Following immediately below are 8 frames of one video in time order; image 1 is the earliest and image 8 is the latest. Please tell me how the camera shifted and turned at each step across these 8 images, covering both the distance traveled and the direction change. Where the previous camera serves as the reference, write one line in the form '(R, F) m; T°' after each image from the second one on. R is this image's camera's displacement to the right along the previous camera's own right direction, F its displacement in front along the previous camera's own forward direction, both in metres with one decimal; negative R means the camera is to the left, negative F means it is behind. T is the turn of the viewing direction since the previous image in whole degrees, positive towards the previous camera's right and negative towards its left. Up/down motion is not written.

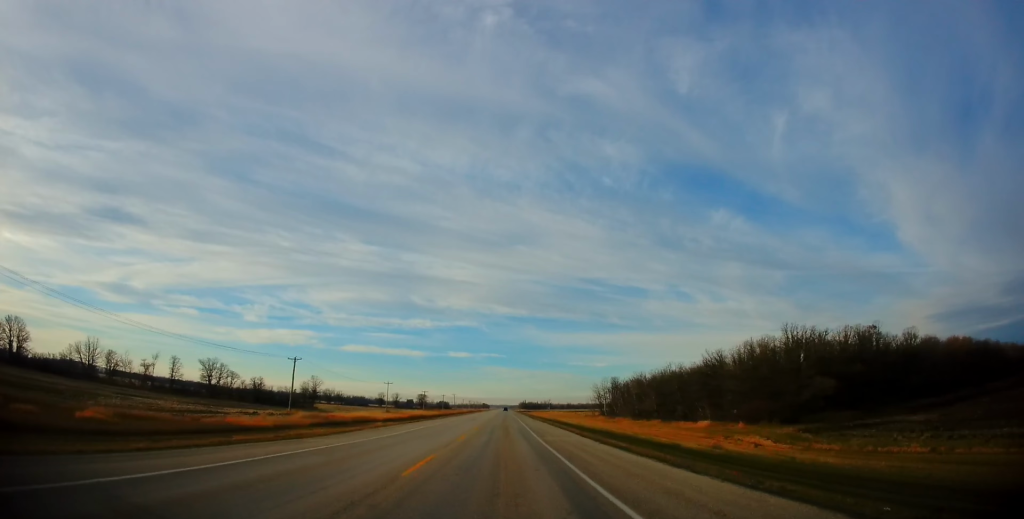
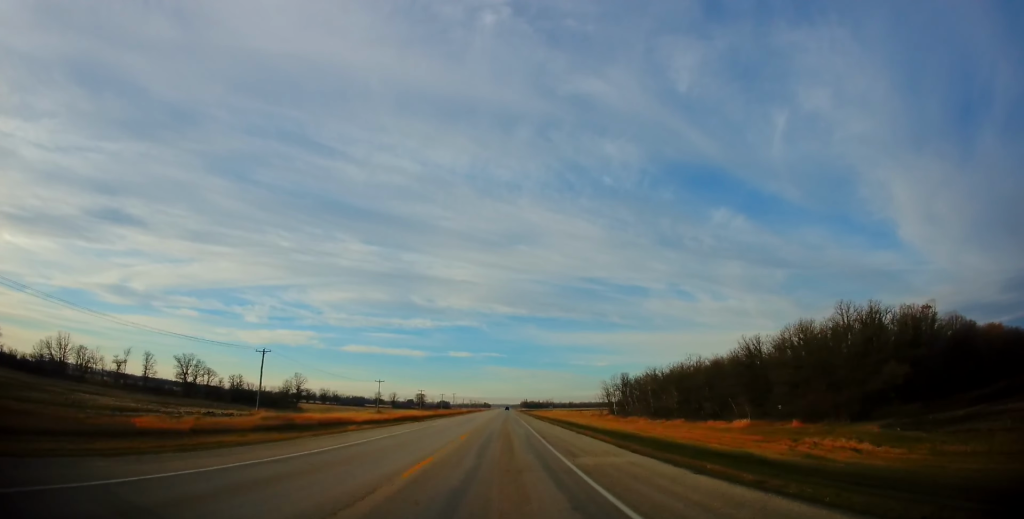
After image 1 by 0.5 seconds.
(-0.6, +14.1) m; -2°
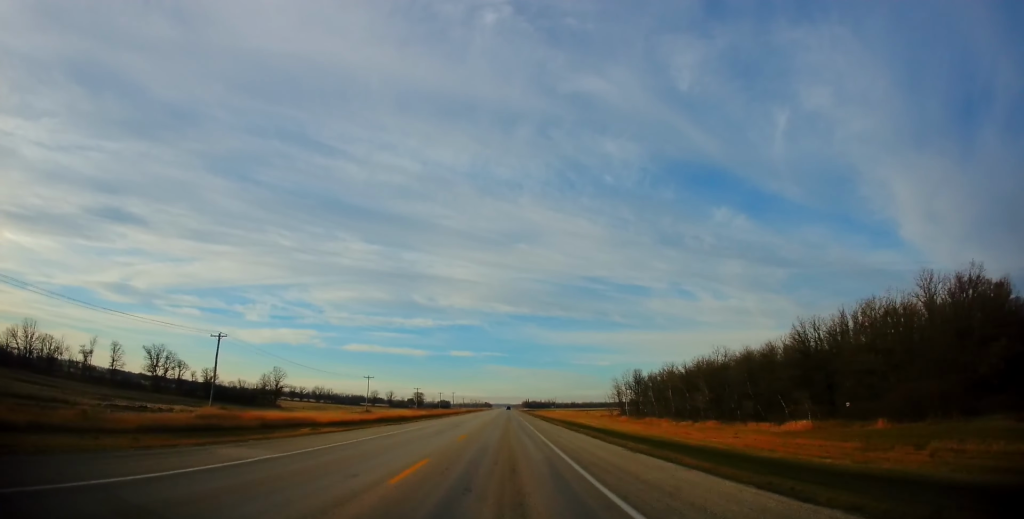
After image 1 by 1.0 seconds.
(-0.2, +15.1) m; 0°
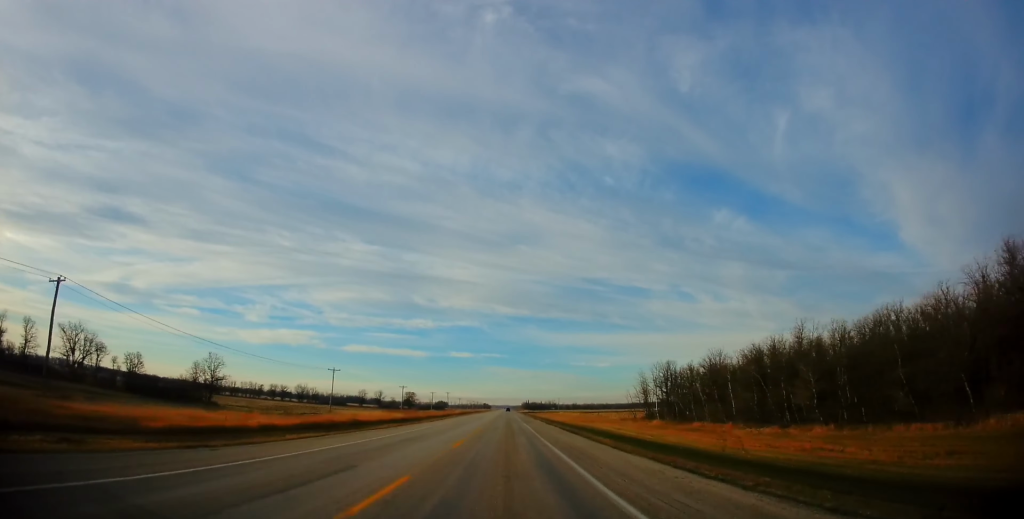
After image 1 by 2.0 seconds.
(+0.2, +30.6) m; +1°
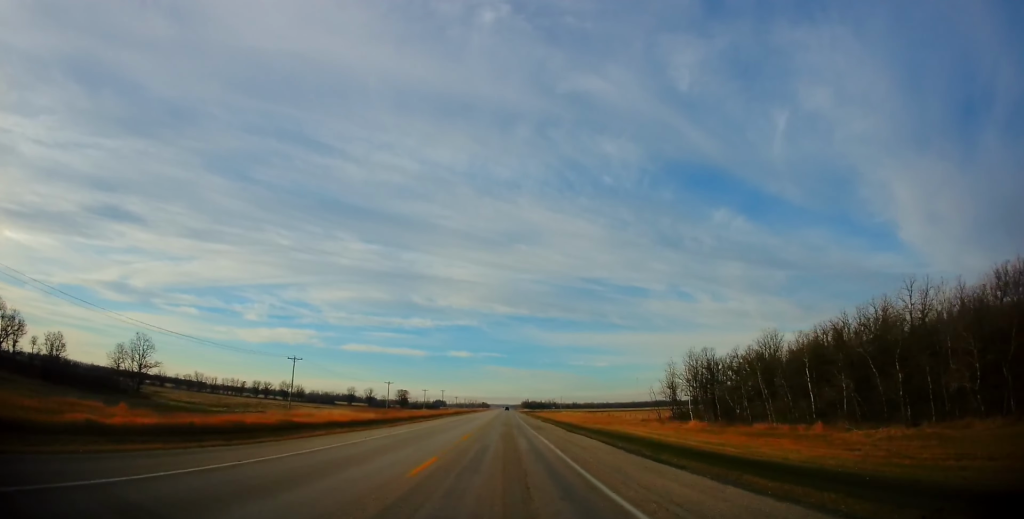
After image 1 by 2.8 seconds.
(+0.3, +21.9) m; +1°
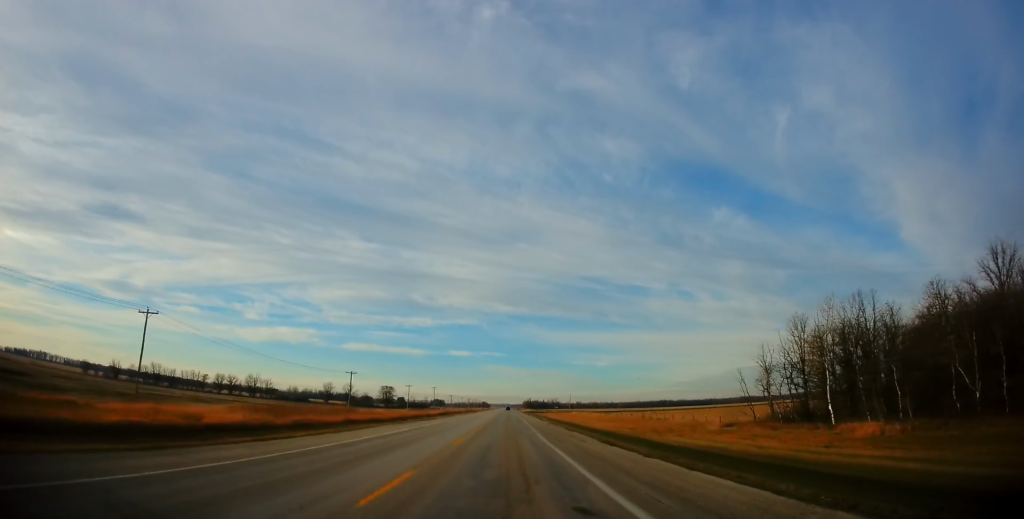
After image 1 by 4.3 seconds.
(+0.4, +42.1) m; +1°
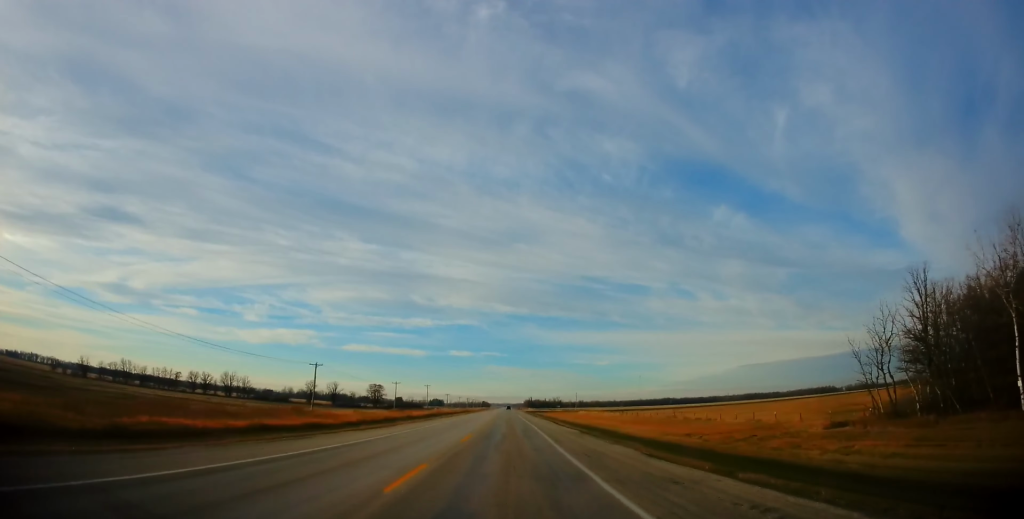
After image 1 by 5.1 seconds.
(0.0, +23.5) m; 0°
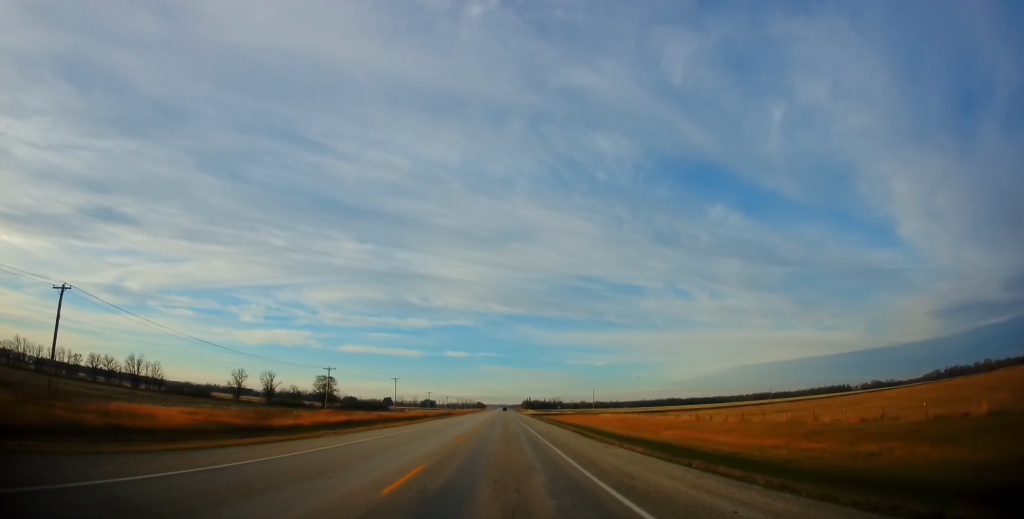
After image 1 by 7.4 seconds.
(0.0, +61.5) m; 0°
